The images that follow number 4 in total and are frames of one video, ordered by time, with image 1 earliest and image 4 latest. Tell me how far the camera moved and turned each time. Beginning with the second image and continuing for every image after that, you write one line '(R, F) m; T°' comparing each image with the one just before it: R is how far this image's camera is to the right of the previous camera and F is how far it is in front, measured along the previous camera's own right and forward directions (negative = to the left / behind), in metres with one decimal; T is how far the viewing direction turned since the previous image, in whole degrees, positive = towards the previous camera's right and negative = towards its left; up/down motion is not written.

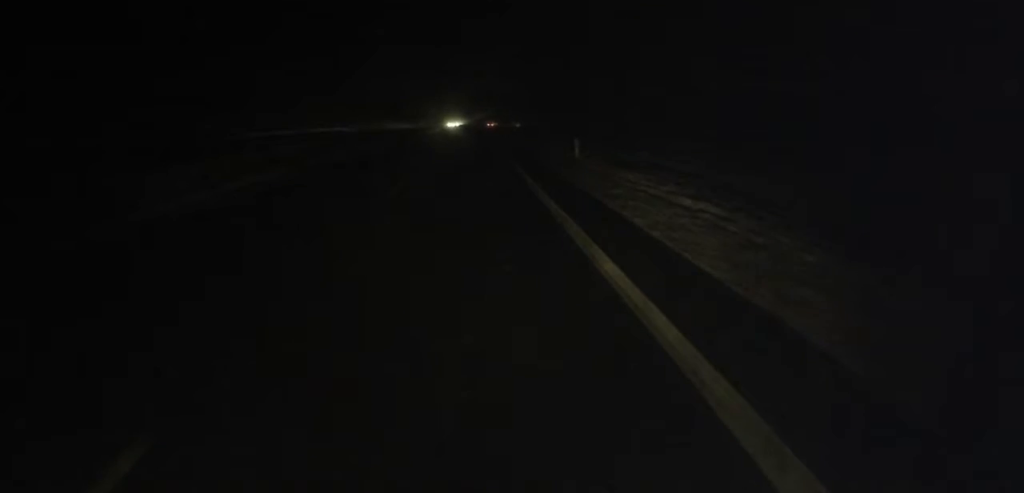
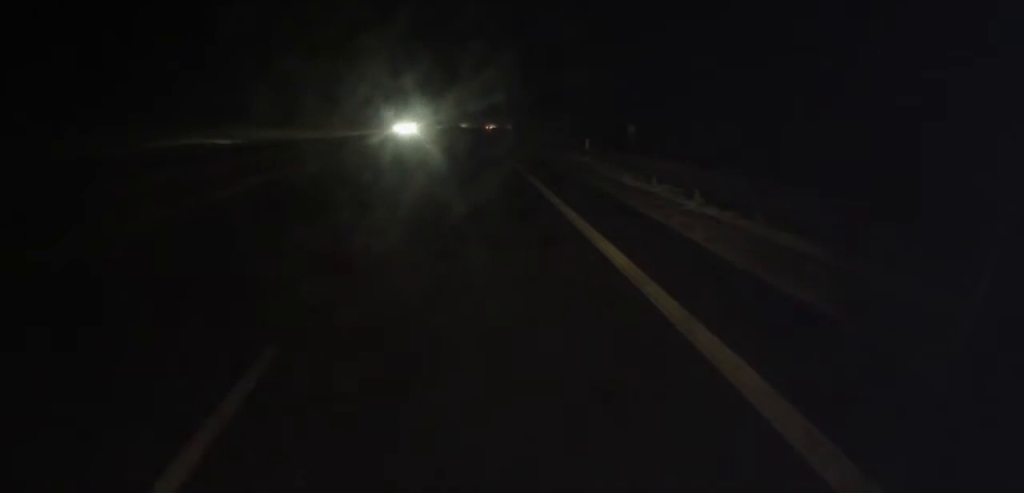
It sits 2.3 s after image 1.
(+0.7, +56.8) m; +1°
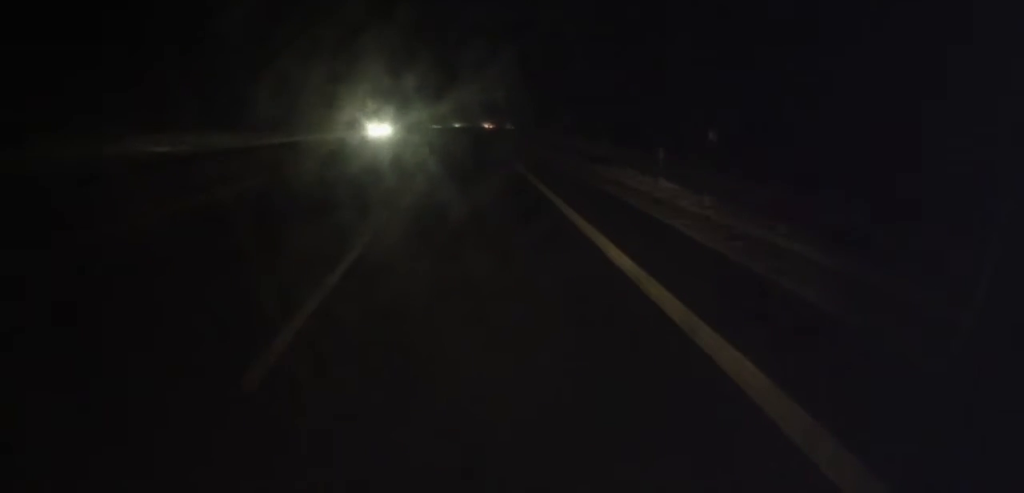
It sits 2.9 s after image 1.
(-0.2, +13.0) m; 0°
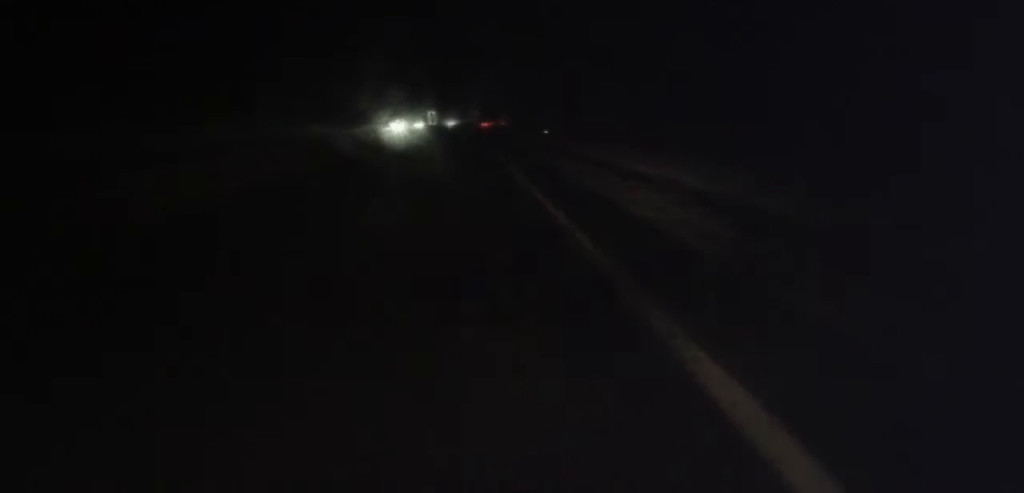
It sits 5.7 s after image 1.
(+1.9, +69.2) m; +3°
